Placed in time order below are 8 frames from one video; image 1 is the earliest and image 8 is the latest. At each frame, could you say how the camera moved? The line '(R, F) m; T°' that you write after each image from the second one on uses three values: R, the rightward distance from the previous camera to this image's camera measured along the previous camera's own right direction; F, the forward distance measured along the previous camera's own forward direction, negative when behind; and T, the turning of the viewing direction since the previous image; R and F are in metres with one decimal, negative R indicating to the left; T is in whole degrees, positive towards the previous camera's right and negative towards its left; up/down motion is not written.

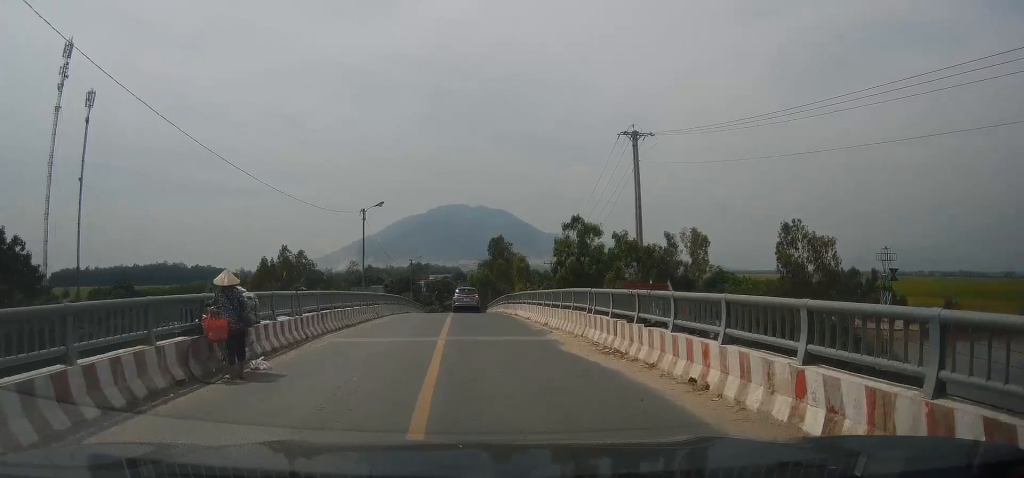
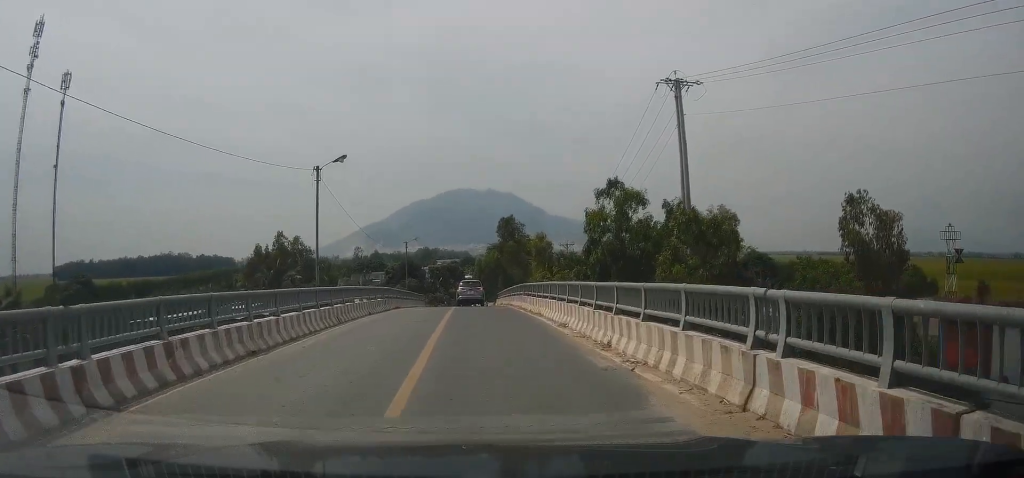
(+0.3, +9.3) m; +2°
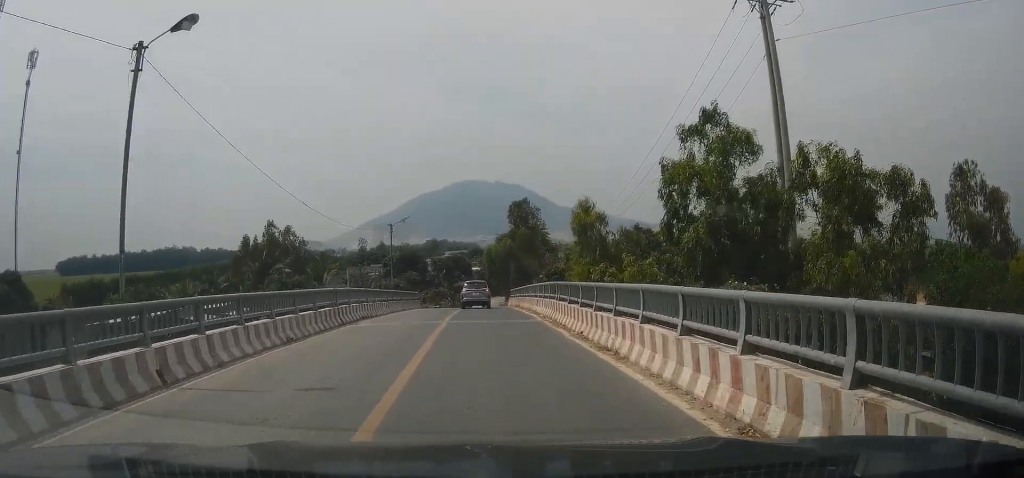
(0.0, +11.9) m; -2°
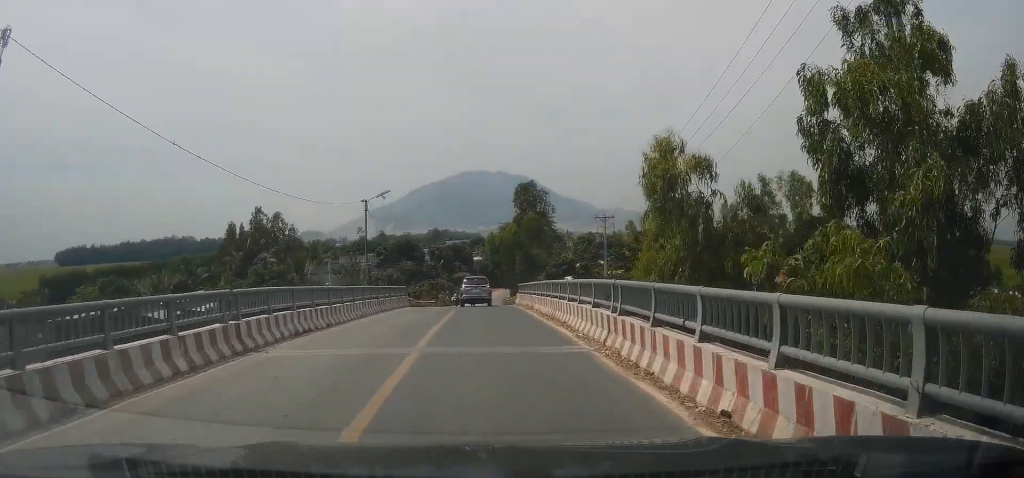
(-0.2, +8.7) m; -2°
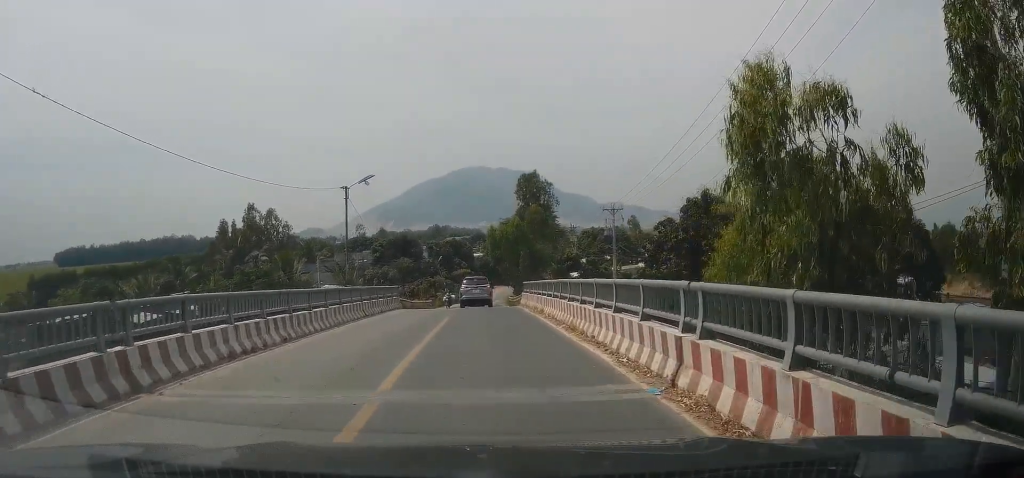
(-0.1, +4.4) m; 0°
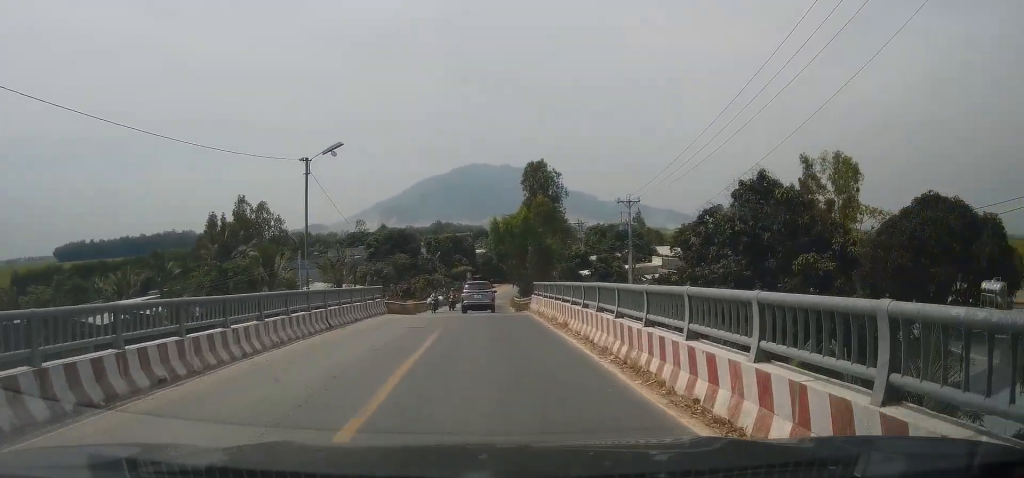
(0.0, +6.7) m; +1°
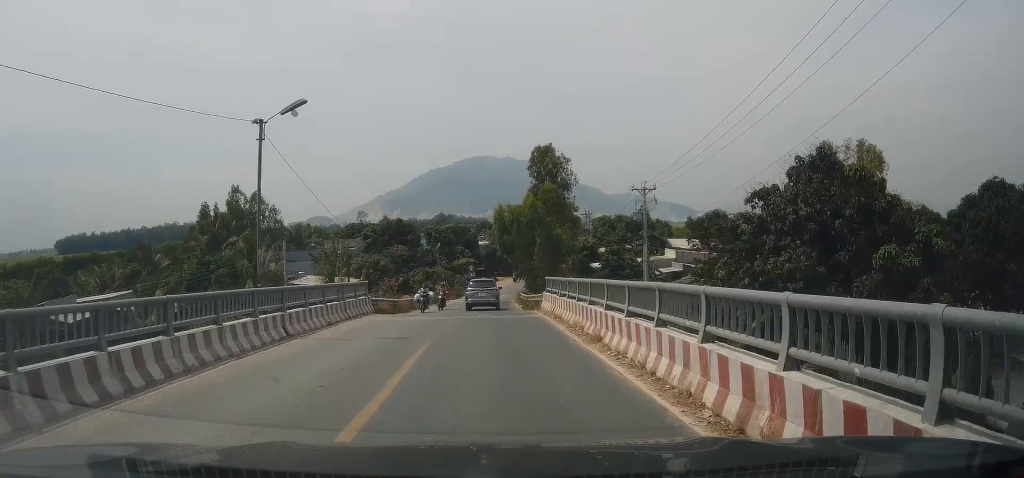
(0.0, +4.9) m; +1°
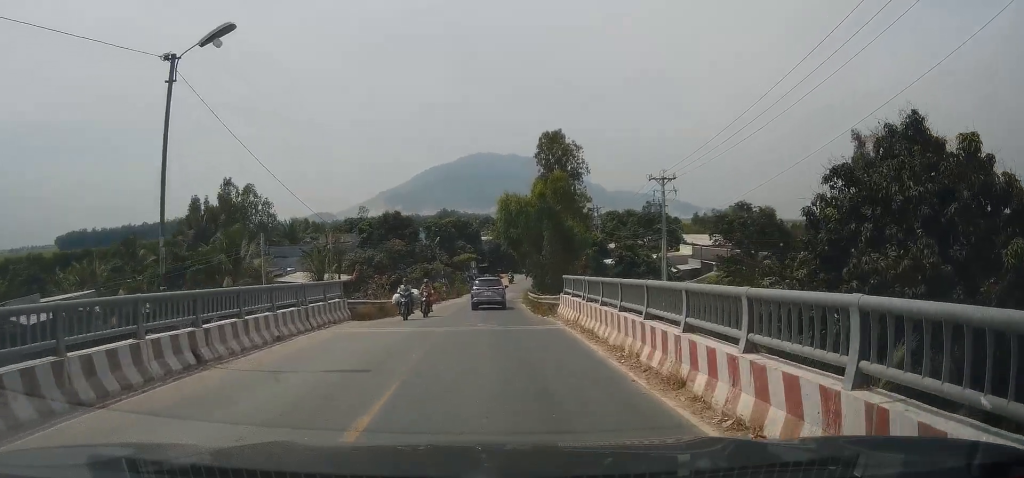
(+0.1, +5.6) m; -1°
